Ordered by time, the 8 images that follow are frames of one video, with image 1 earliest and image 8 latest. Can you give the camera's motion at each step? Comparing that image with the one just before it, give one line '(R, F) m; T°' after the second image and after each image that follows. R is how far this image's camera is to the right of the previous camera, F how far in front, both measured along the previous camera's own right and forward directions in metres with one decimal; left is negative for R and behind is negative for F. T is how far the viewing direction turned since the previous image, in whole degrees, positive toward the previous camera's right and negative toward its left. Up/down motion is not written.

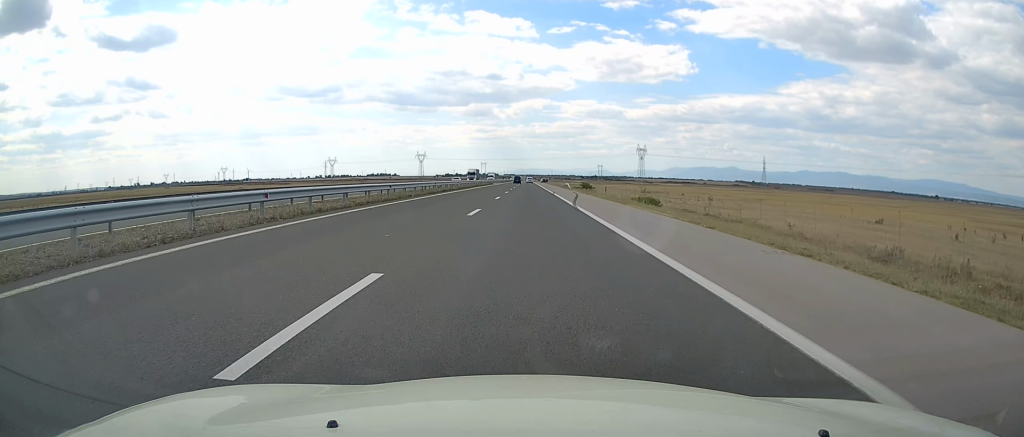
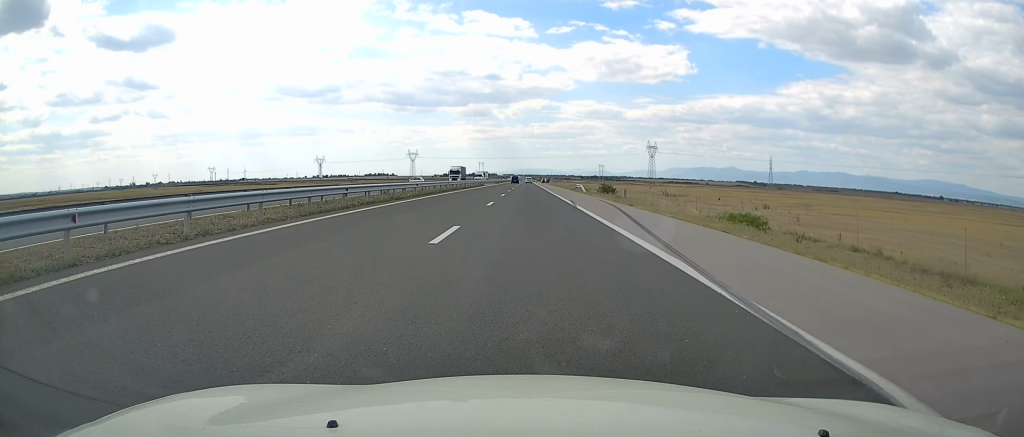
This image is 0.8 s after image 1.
(+0.2, +24.2) m; 0°
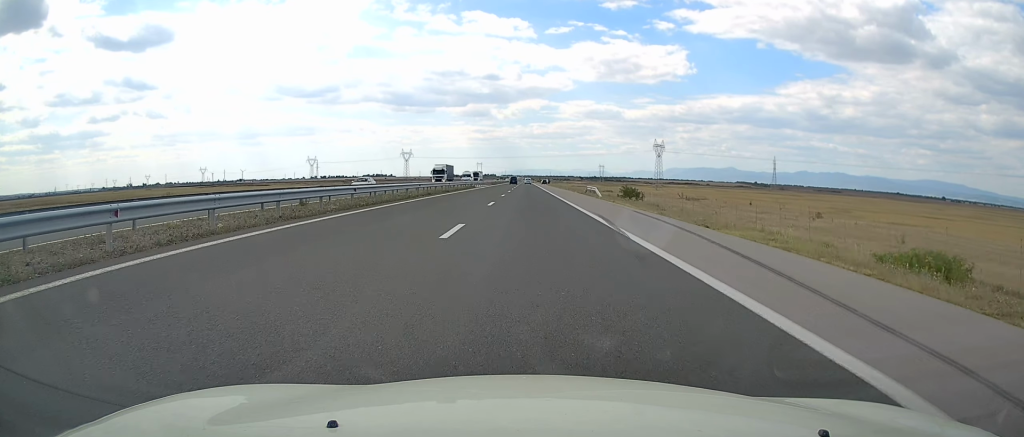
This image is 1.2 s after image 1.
(0.0, +14.8) m; 0°
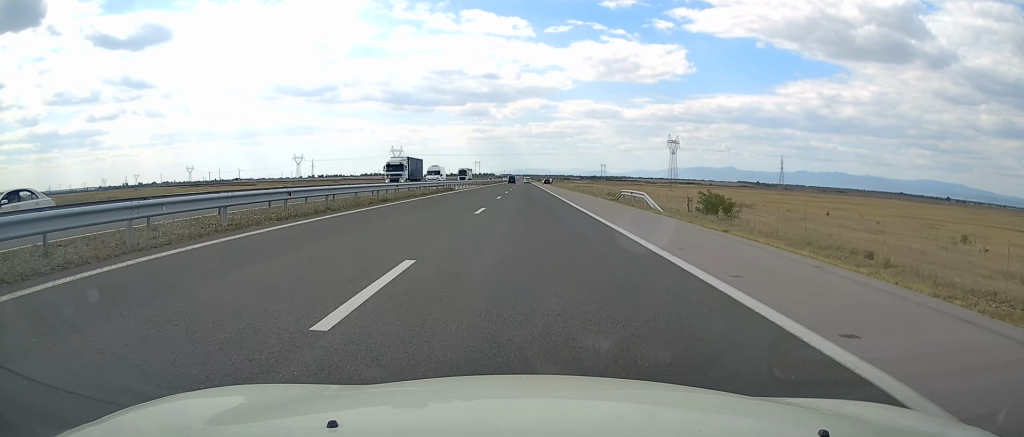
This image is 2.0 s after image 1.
(0.0, +23.2) m; 0°
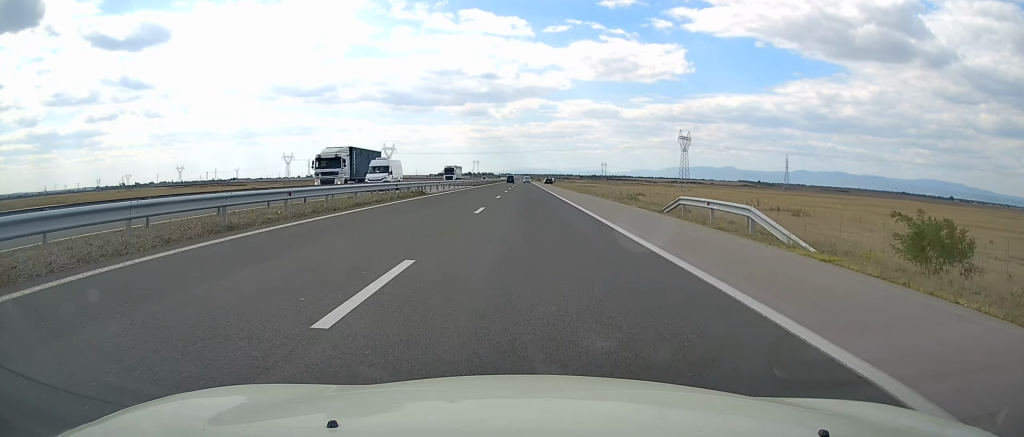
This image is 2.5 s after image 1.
(0.0, +15.9) m; 0°
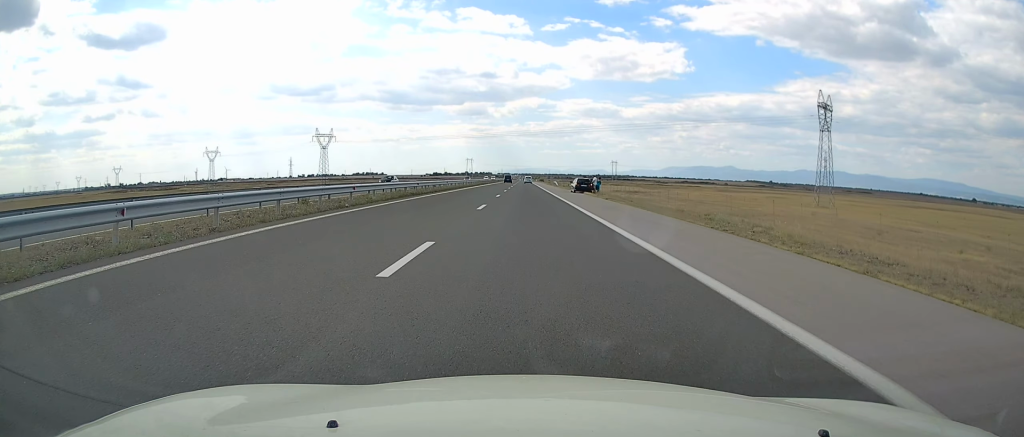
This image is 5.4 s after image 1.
(-0.4, +93.1) m; 0°
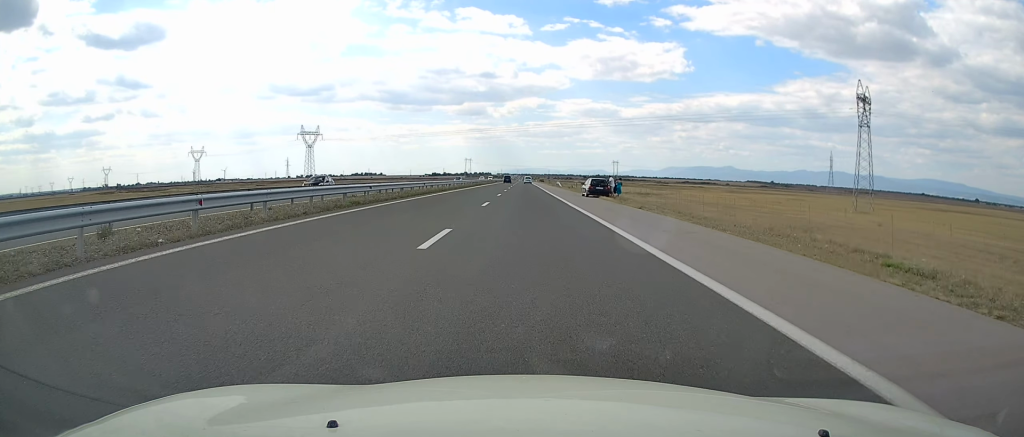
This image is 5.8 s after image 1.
(0.0, +12.9) m; 0°
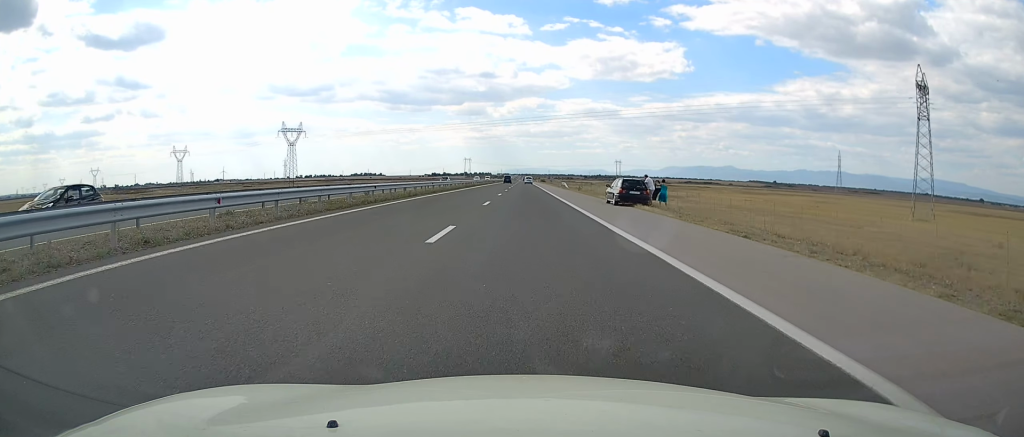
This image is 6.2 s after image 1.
(+0.2, +15.1) m; 0°
